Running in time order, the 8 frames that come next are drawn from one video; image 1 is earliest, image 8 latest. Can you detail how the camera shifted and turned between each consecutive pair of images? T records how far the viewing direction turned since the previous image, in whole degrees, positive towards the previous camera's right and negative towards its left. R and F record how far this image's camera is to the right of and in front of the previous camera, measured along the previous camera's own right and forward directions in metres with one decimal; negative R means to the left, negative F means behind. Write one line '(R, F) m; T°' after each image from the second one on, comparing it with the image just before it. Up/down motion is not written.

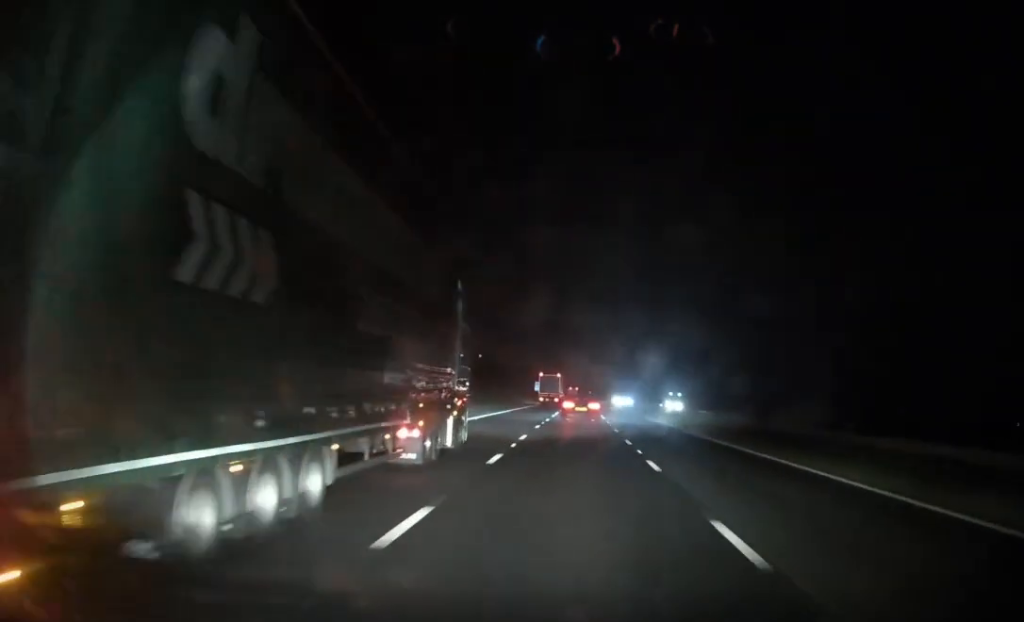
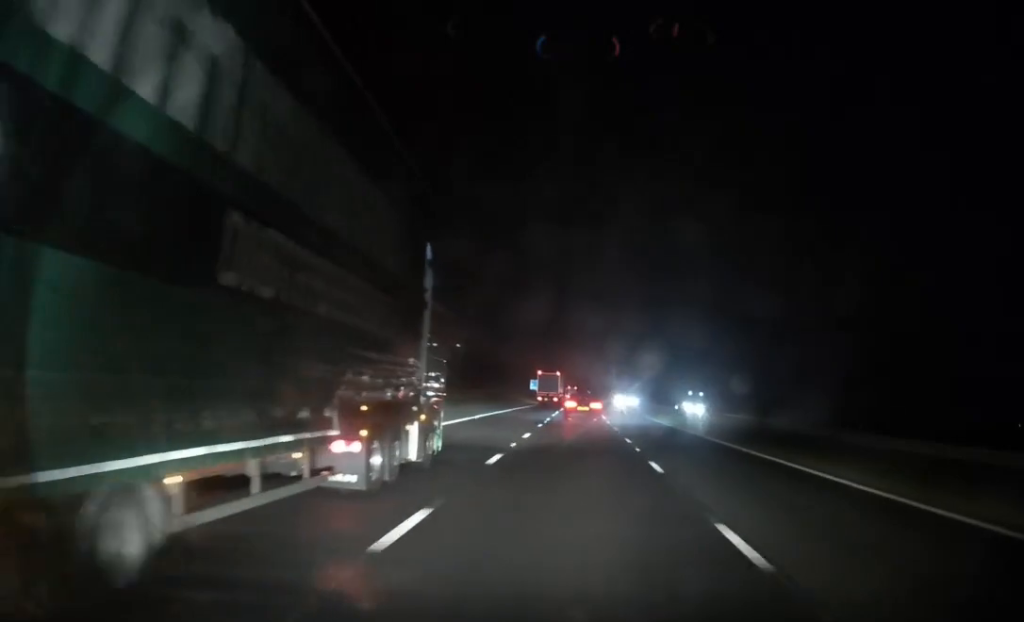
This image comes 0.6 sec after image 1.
(0.0, +18.0) m; 0°
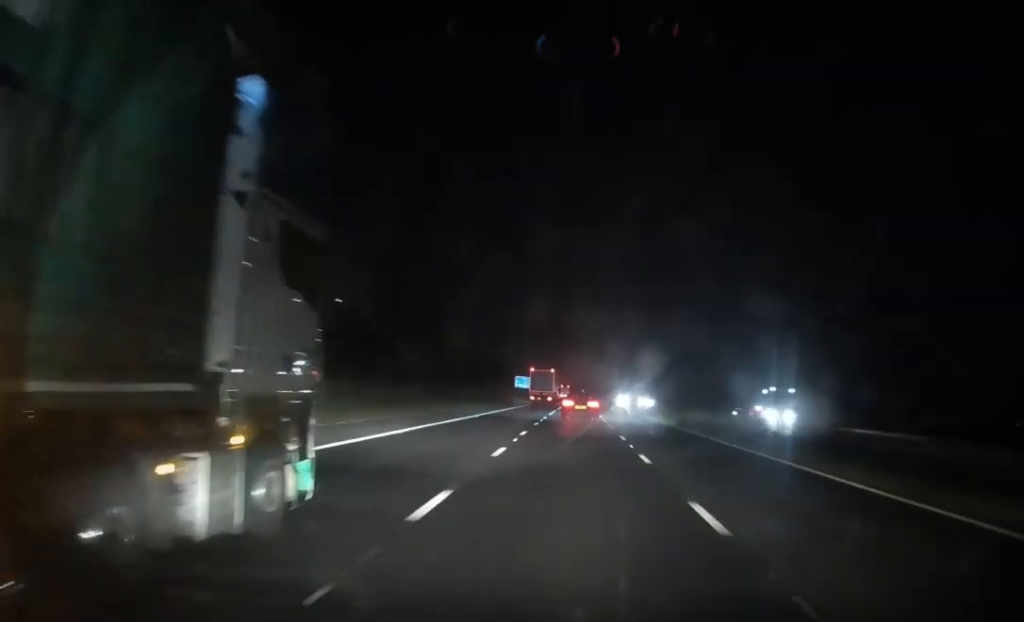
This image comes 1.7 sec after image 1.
(+0.2, +34.9) m; 0°
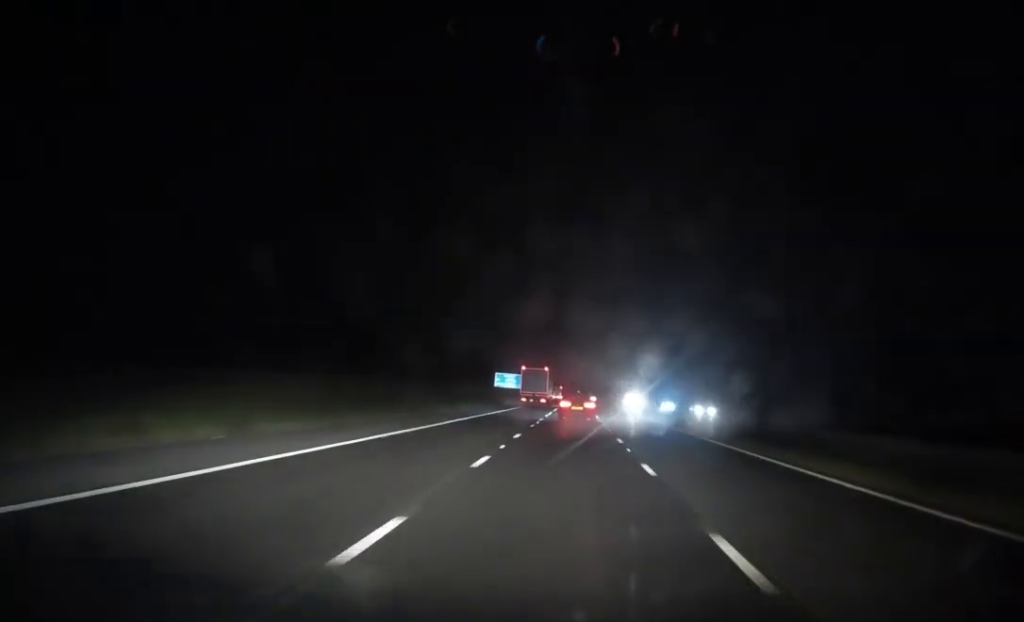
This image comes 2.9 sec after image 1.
(0.0, +38.0) m; 0°
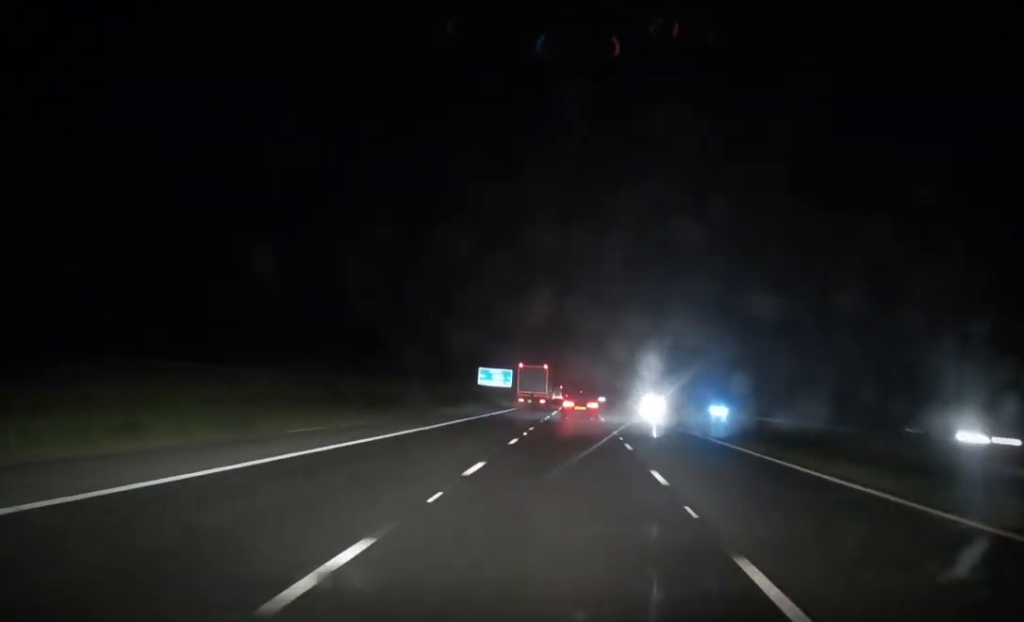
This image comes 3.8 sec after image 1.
(0.0, +29.5) m; 0°
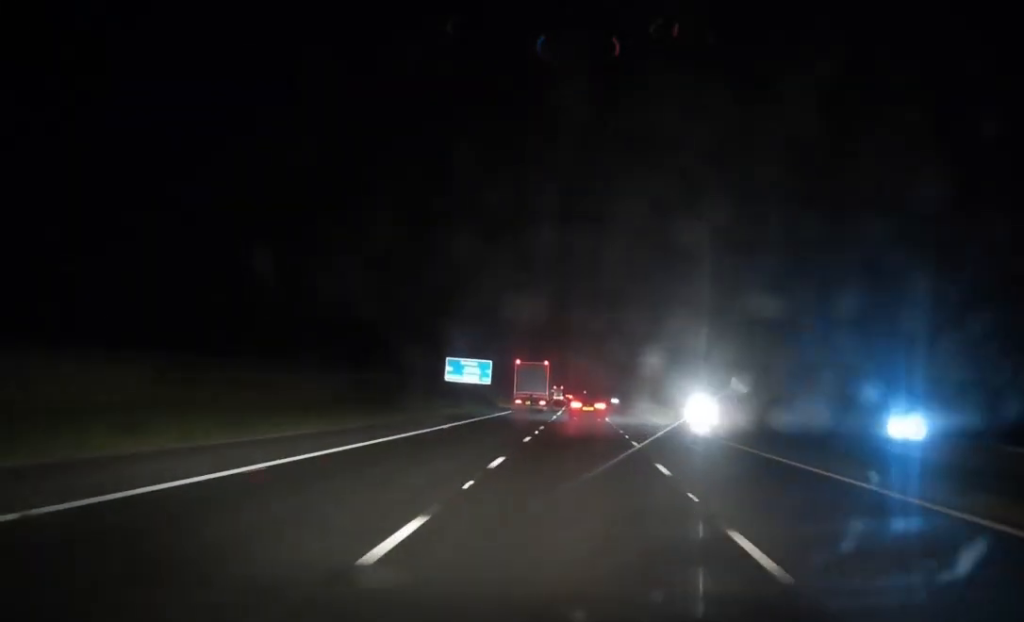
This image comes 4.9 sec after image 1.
(0.0, +33.7) m; 0°
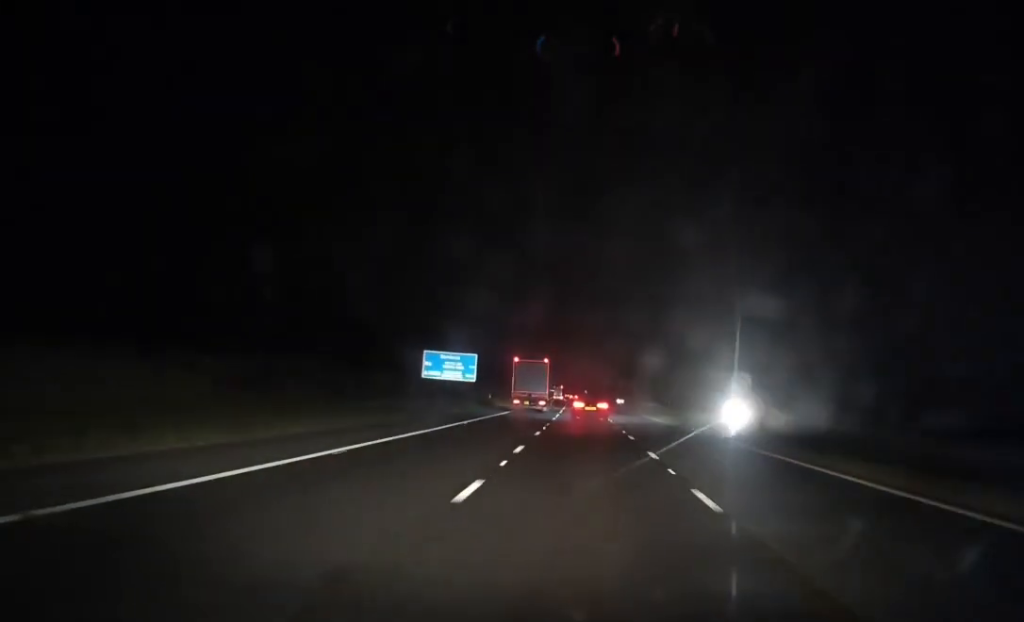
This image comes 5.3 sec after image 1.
(-0.1, +13.7) m; 0°
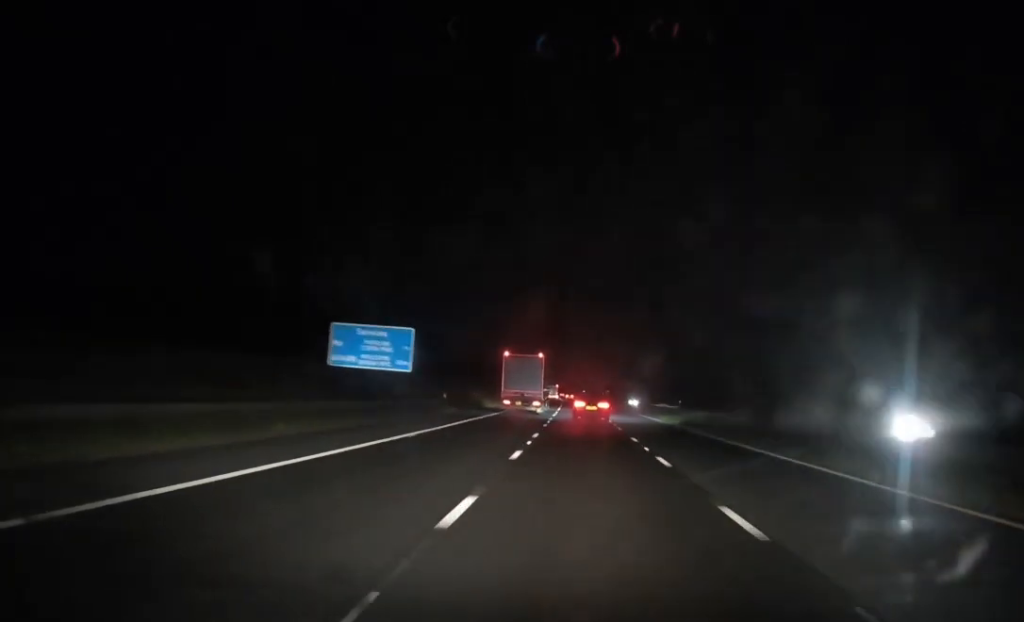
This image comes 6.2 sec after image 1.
(0.0, +28.5) m; 0°
